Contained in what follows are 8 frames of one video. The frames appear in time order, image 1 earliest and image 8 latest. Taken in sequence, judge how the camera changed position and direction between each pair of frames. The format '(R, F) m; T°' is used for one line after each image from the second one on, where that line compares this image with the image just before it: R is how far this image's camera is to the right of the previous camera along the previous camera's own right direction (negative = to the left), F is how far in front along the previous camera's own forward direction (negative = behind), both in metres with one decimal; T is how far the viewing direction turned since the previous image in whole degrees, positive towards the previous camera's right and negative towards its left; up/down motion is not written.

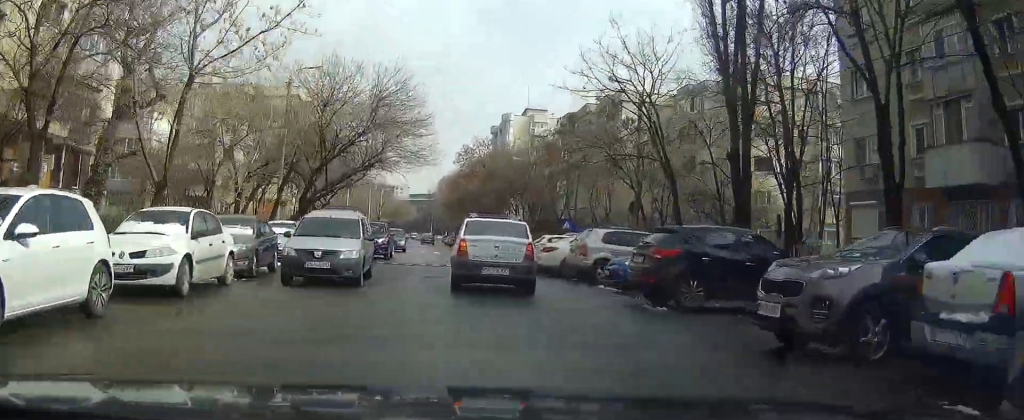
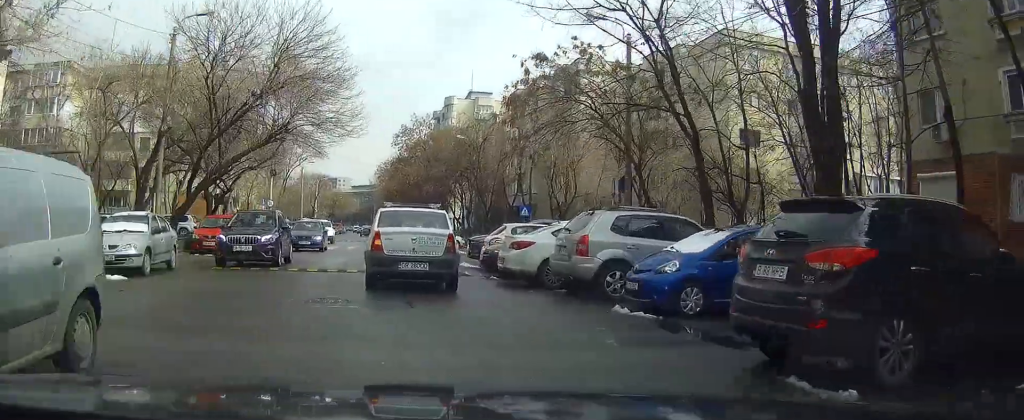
(0.0, +8.6) m; 0°
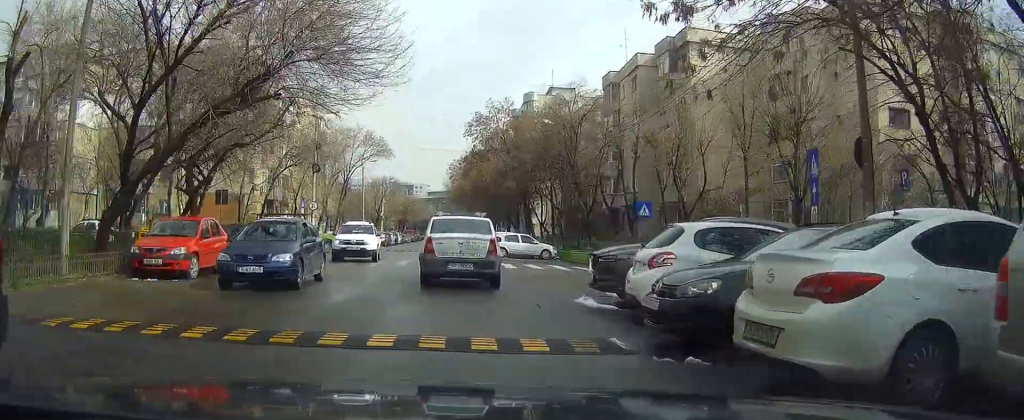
(-0.3, +11.9) m; -3°
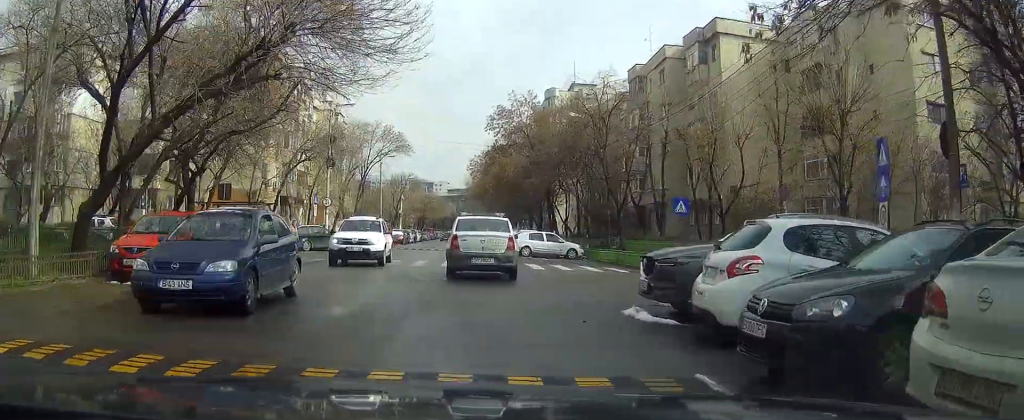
(+0.1, +2.1) m; +1°
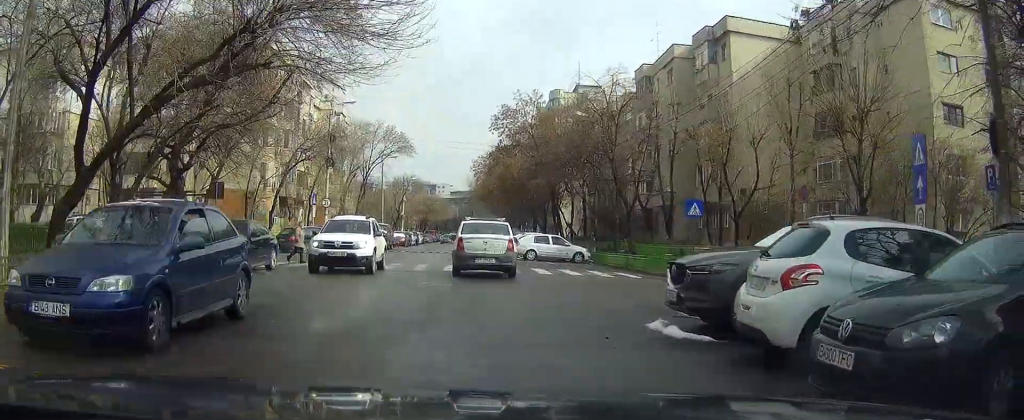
(0.0, +1.5) m; +1°
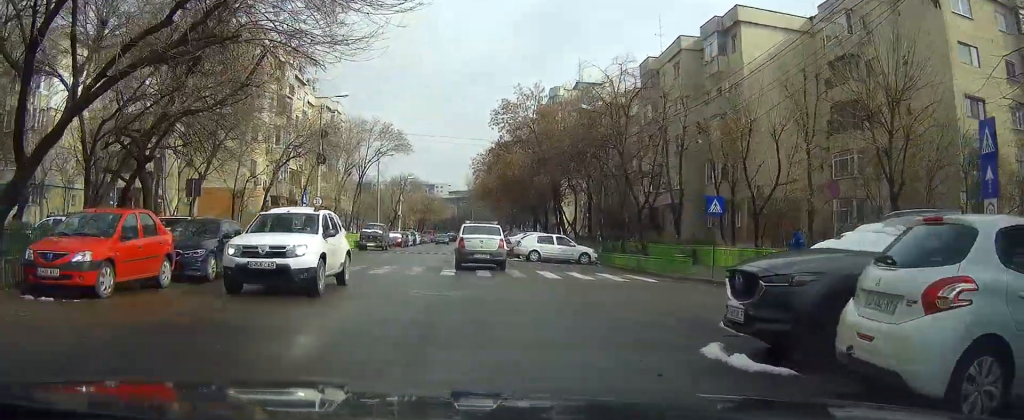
(0.0, +2.2) m; +3°
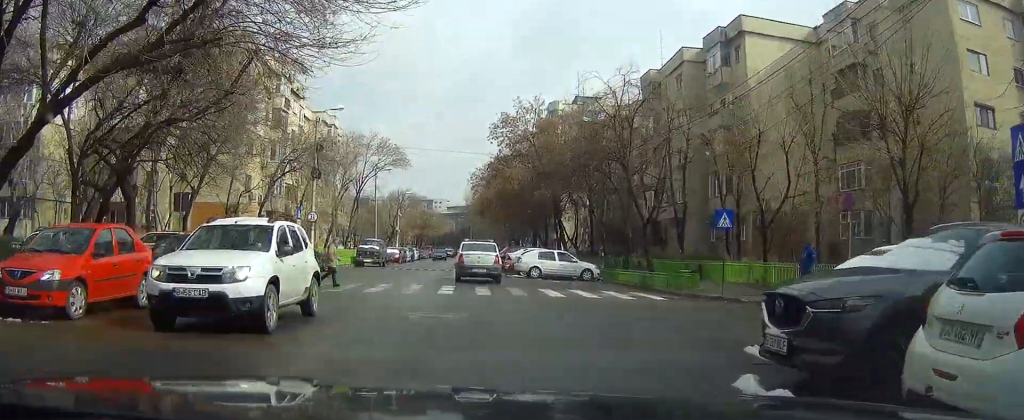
(0.0, +0.9) m; +1°
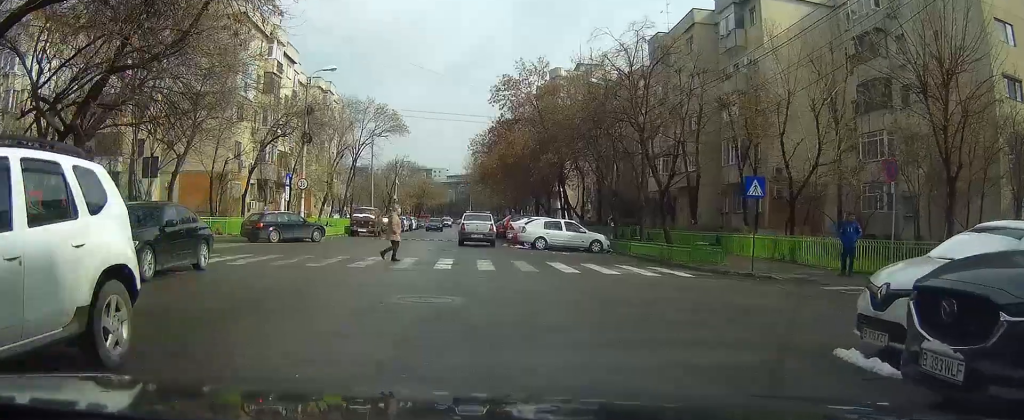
(+0.1, +2.2) m; 0°
